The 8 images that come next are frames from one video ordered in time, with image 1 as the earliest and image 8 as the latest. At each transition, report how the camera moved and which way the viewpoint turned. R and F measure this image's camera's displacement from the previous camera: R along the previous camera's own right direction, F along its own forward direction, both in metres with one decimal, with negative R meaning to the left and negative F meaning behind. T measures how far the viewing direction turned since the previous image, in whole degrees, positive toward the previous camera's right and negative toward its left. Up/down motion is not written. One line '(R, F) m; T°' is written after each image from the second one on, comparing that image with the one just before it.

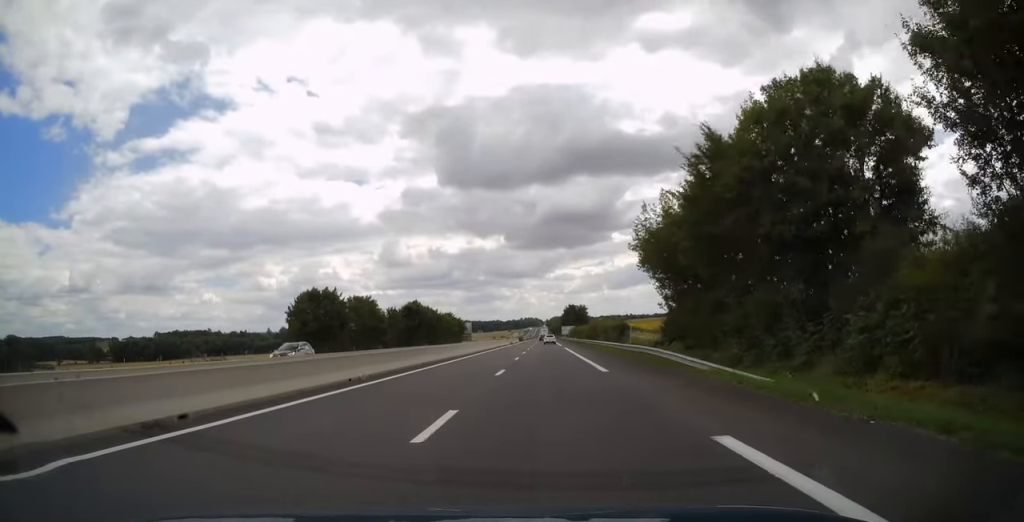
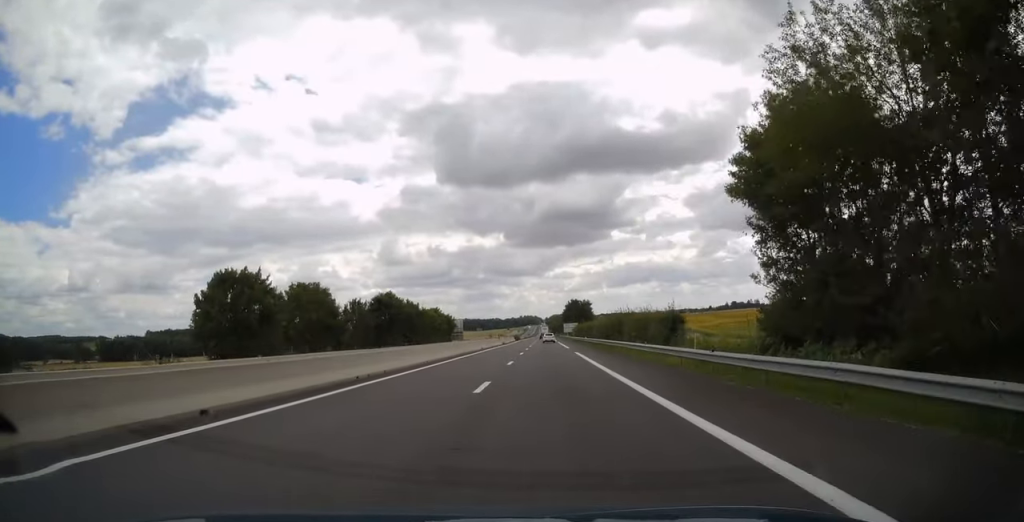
(+0.1, +19.3) m; 0°
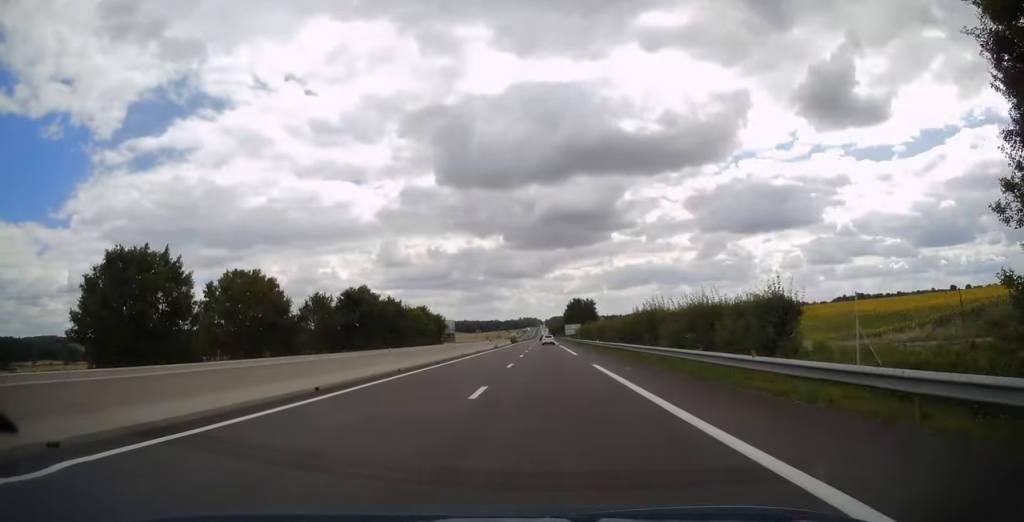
(0.0, +13.8) m; 0°
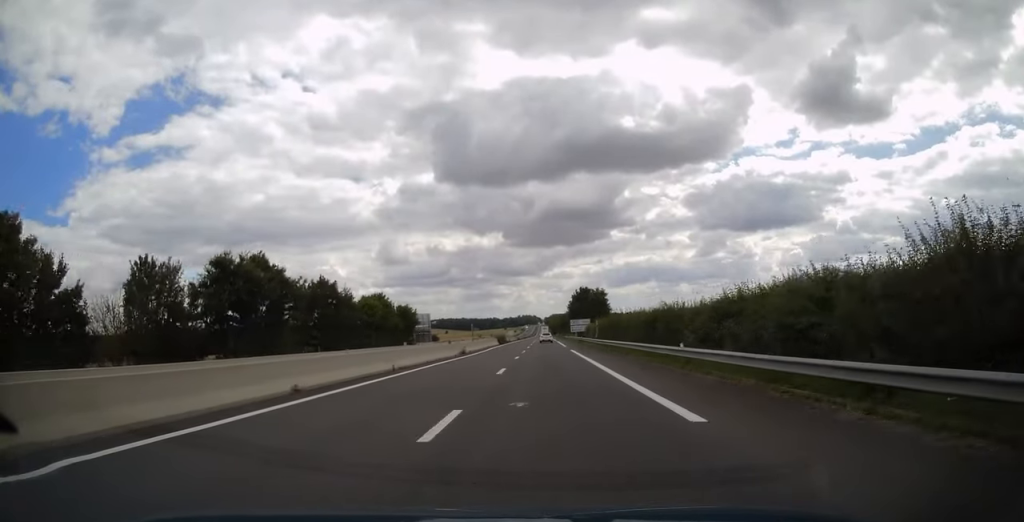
(0.0, +31.2) m; 0°
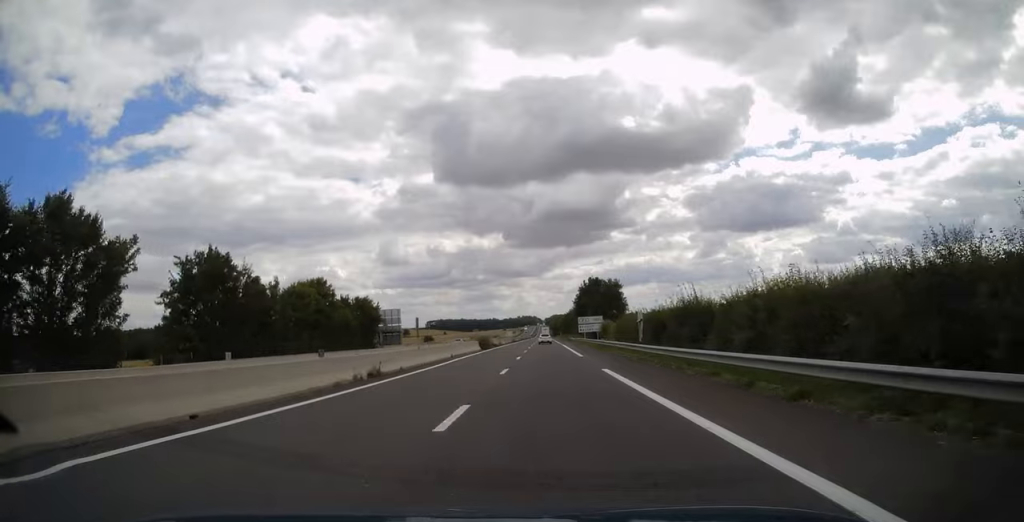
(0.0, +24.7) m; 0°
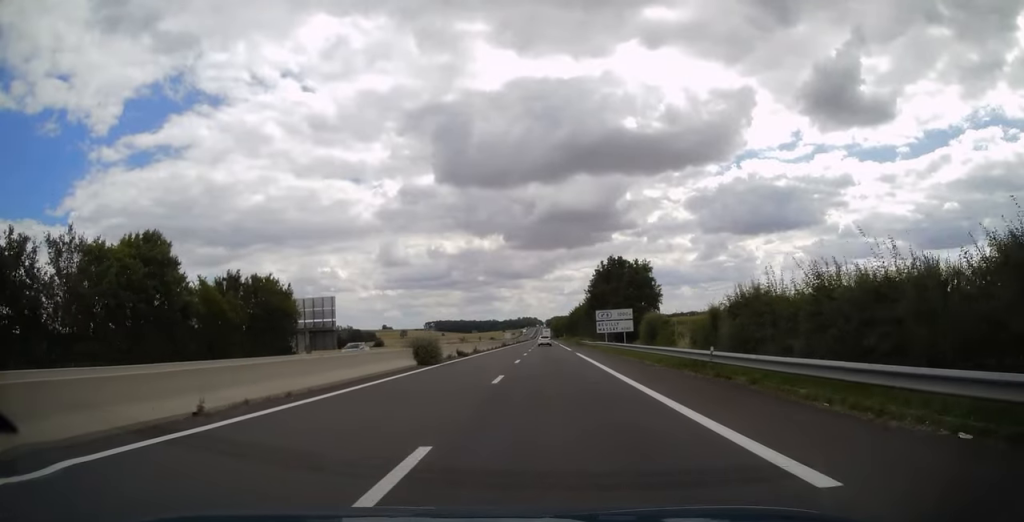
(-0.1, +30.2) m; 0°
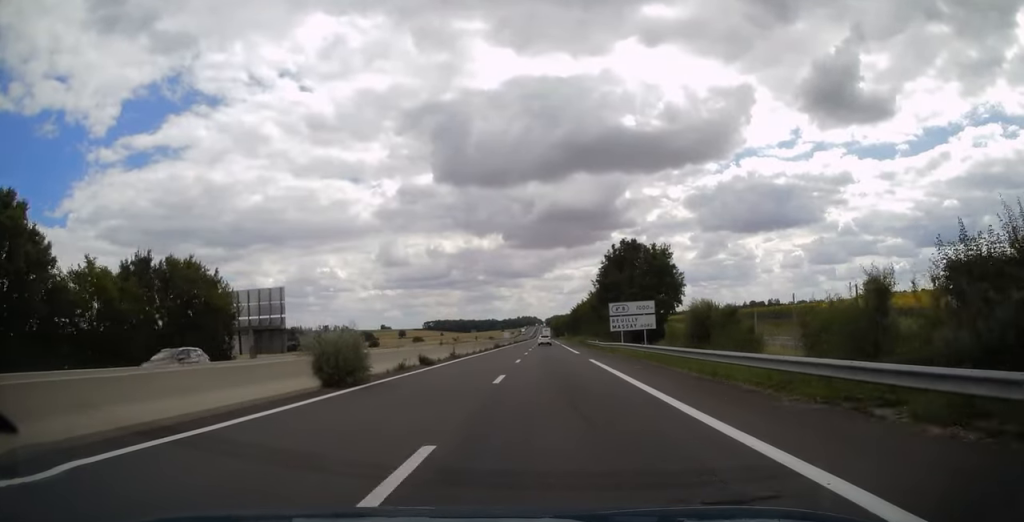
(-0.1, +12.9) m; 0°
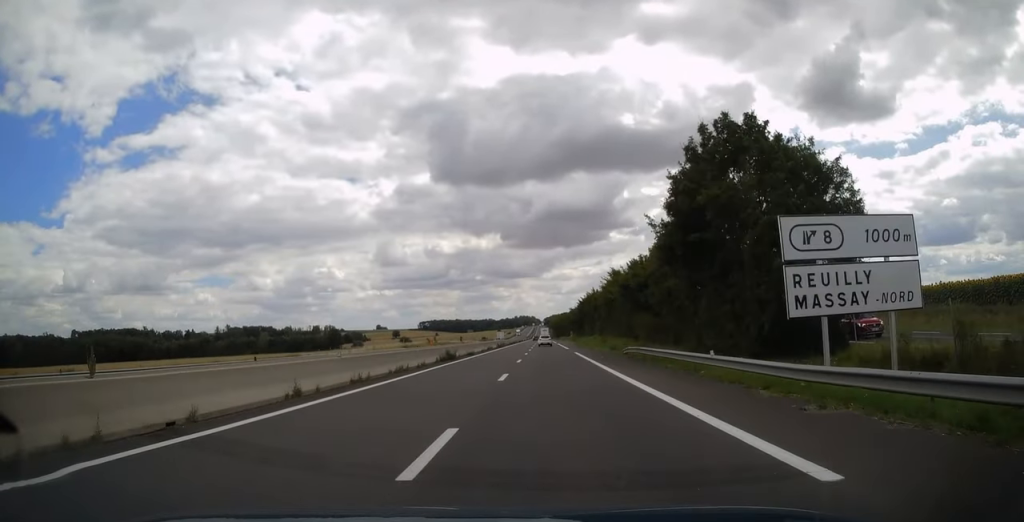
(+0.1, +37.1) m; 0°
